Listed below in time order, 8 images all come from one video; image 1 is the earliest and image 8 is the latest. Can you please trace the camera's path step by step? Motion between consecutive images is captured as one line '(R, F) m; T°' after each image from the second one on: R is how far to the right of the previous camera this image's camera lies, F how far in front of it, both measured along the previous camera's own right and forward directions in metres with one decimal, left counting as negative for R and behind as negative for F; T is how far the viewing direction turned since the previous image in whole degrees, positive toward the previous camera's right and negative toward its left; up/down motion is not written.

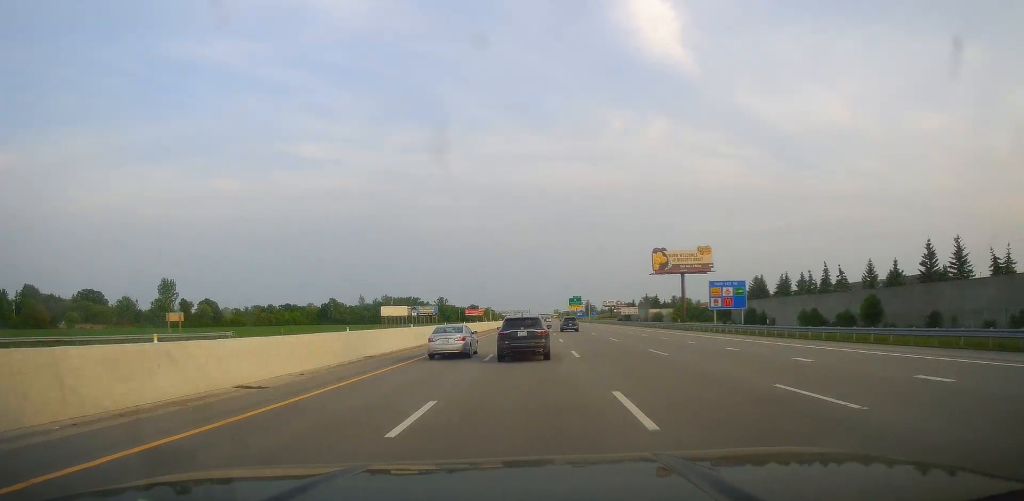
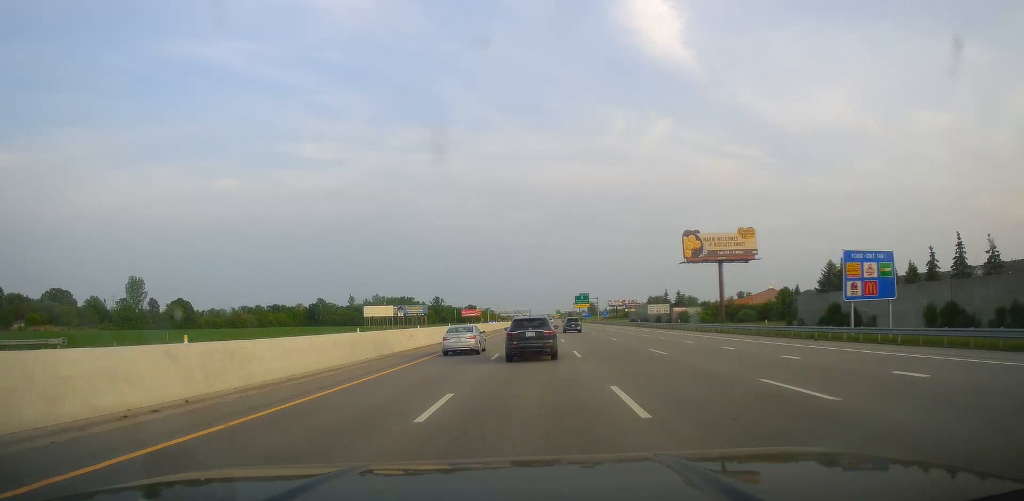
(0.0, +29.4) m; 0°
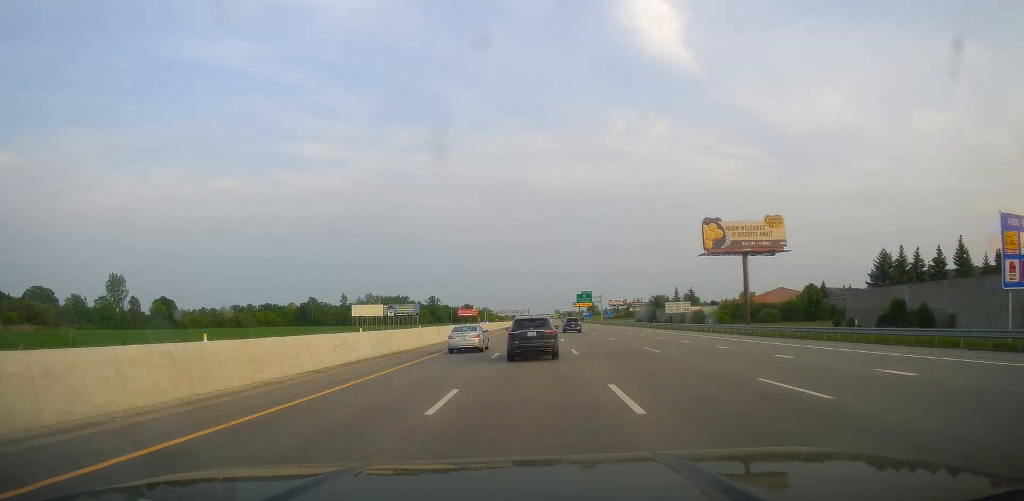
(0.0, +14.6) m; 0°
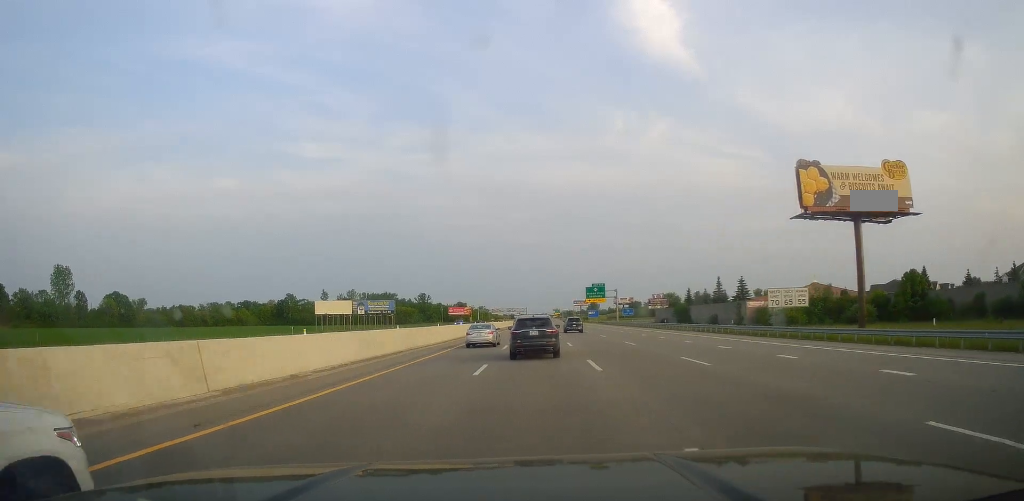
(0.0, +38.2) m; 0°
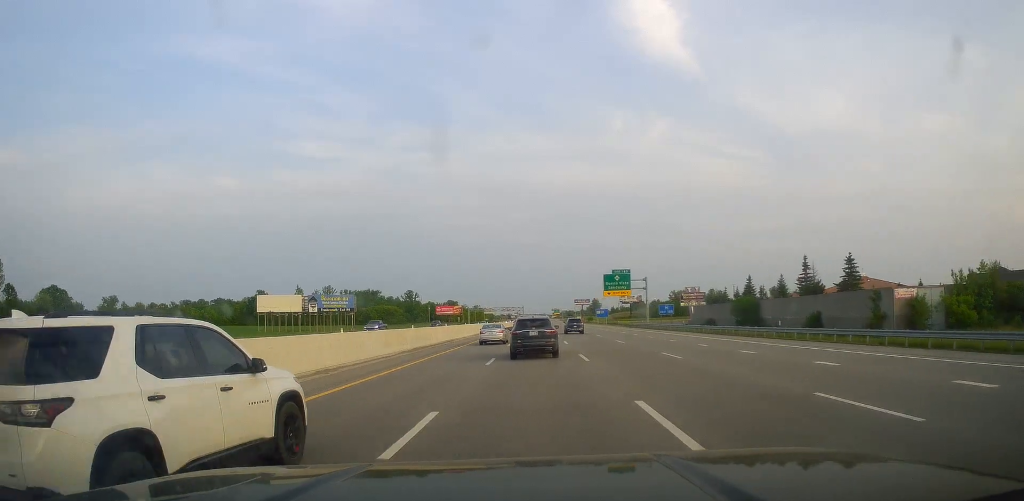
(0.0, +41.2) m; 0°
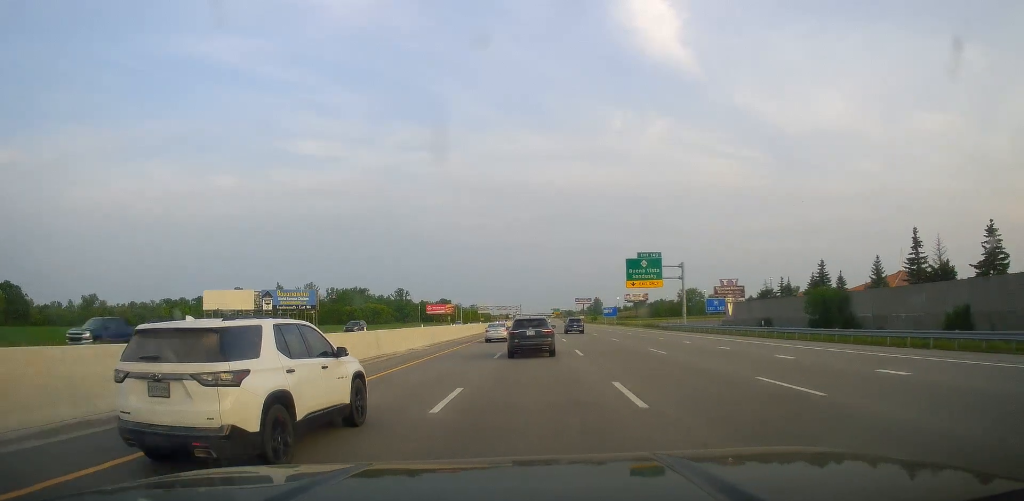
(0.0, +26.8) m; 0°
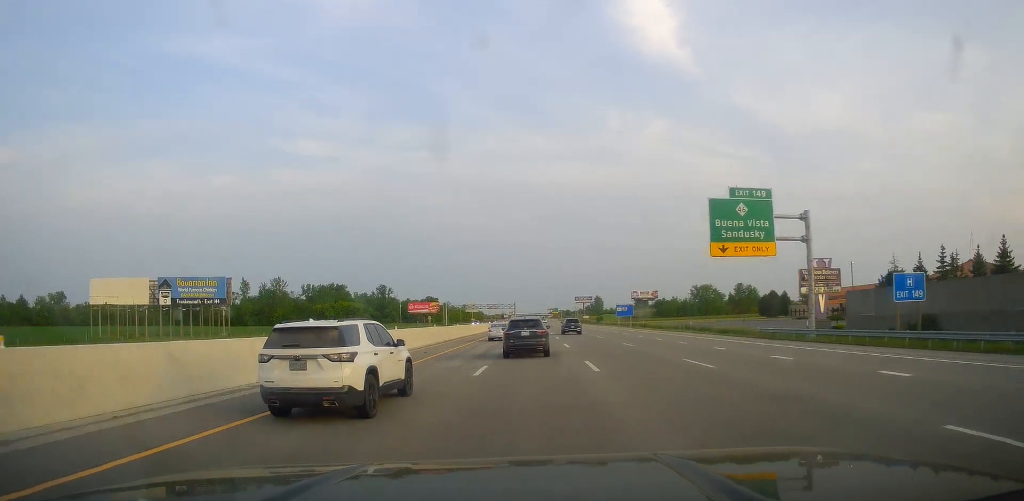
(+0.3, +38.1) m; +1°
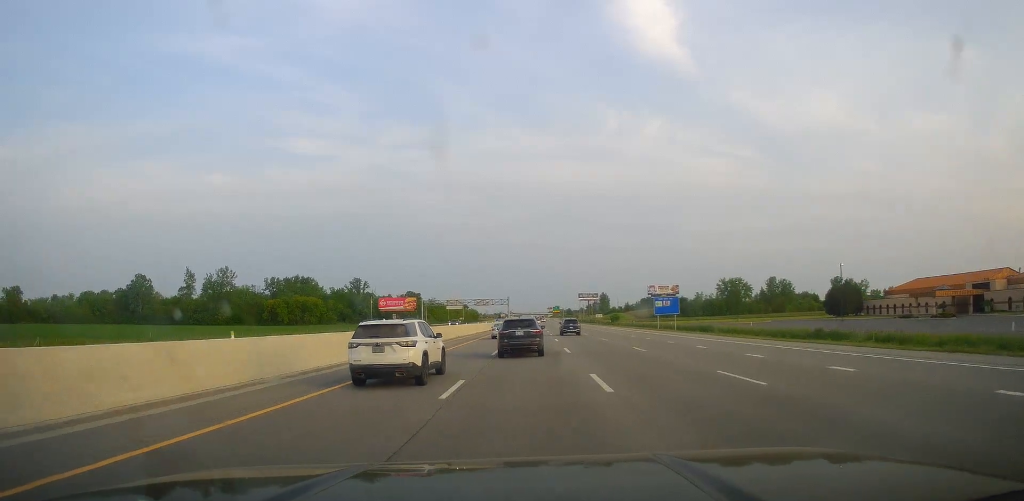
(-0.1, +51.0) m; -1°
